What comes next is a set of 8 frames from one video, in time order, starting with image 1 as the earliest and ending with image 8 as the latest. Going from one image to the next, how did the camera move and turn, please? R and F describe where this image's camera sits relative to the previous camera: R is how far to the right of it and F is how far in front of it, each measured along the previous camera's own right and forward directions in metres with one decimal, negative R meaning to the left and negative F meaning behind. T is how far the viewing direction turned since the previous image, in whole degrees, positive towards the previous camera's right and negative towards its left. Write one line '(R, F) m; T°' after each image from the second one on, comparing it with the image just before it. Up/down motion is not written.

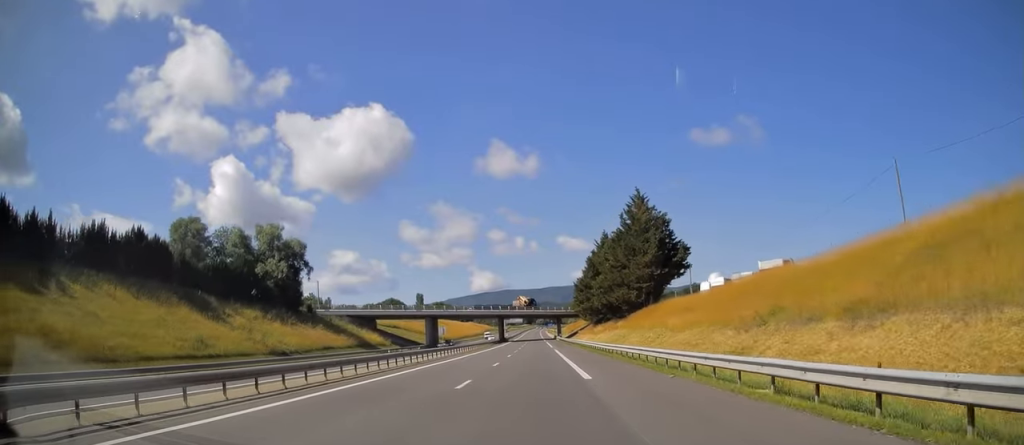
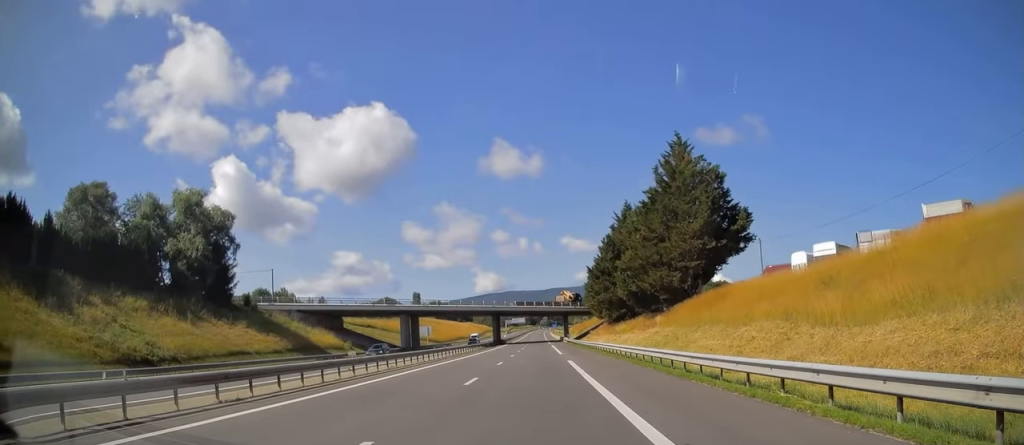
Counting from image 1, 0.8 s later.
(0.0, +24.4) m; 0°
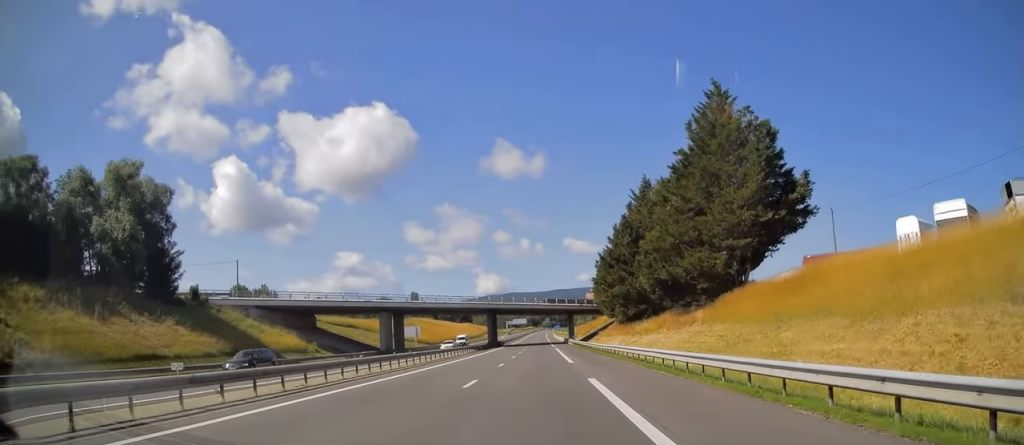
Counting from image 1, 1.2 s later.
(0.0, +13.9) m; 0°
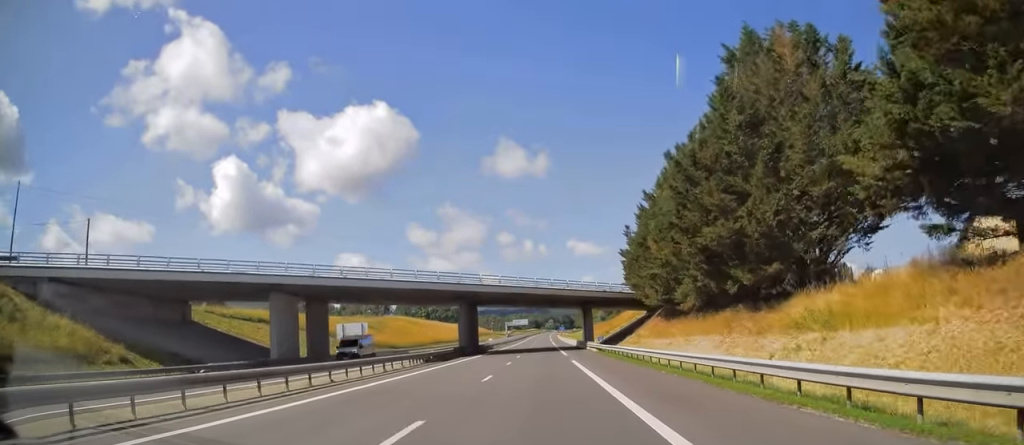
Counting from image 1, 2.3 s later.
(-0.4, +36.2) m; 0°
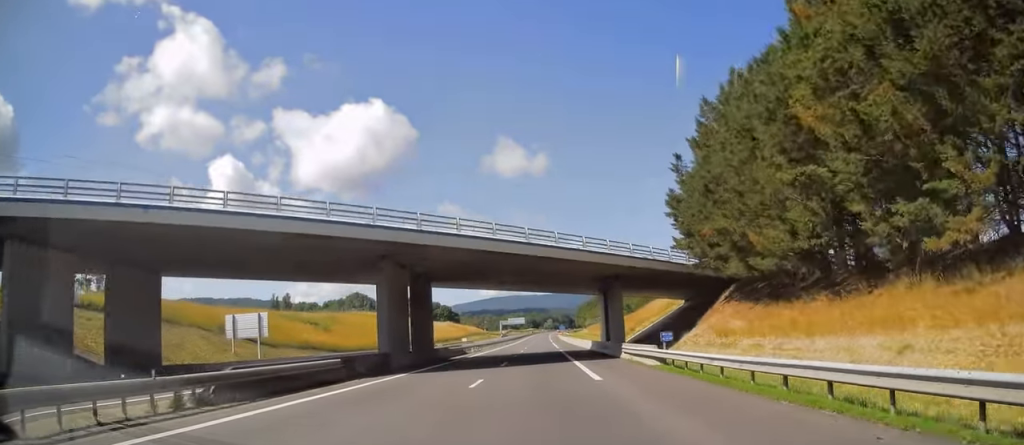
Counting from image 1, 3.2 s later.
(+0.1, +29.3) m; 0°
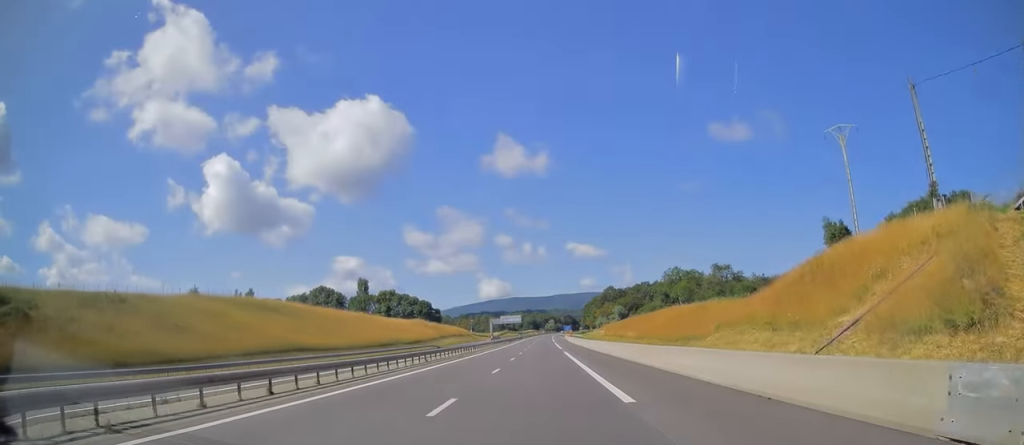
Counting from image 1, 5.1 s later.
(+0.1, +58.7) m; 0°
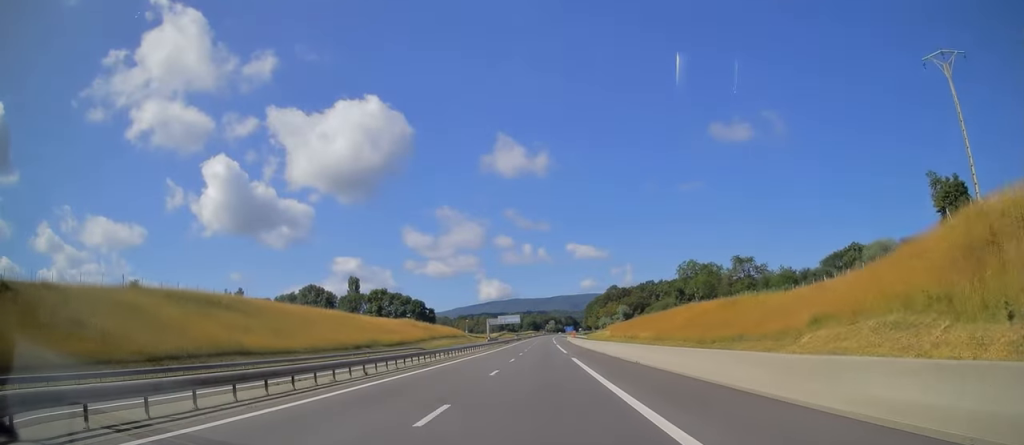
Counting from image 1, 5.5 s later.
(+0.1, +14.4) m; 0°
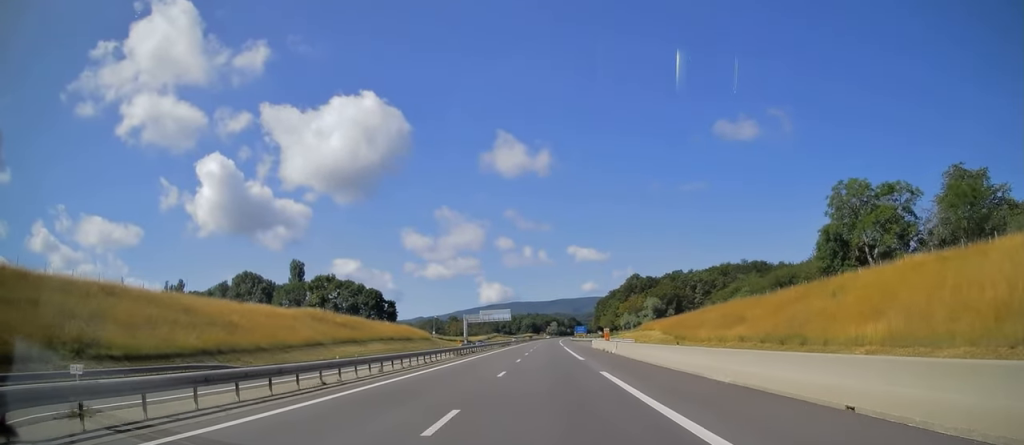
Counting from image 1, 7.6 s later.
(-0.4, +66.6) m; 0°
